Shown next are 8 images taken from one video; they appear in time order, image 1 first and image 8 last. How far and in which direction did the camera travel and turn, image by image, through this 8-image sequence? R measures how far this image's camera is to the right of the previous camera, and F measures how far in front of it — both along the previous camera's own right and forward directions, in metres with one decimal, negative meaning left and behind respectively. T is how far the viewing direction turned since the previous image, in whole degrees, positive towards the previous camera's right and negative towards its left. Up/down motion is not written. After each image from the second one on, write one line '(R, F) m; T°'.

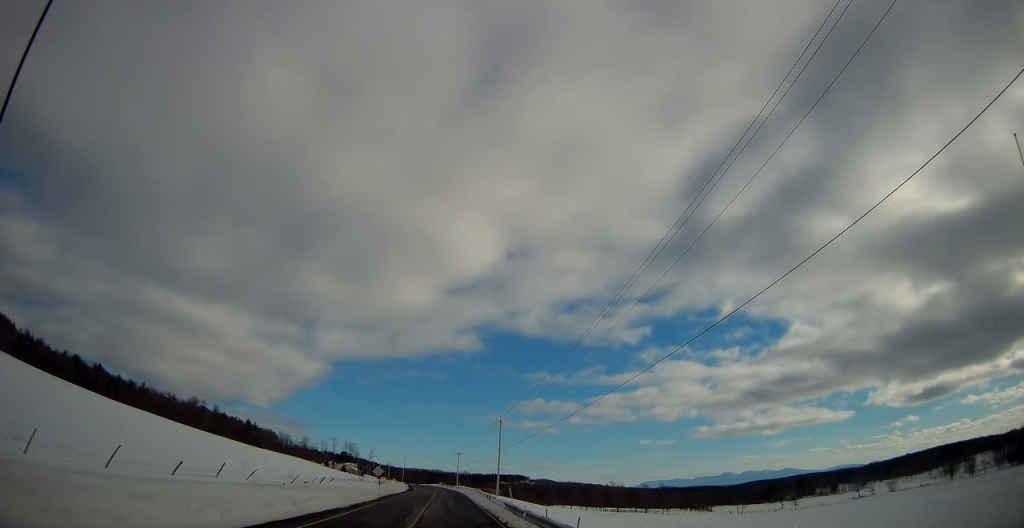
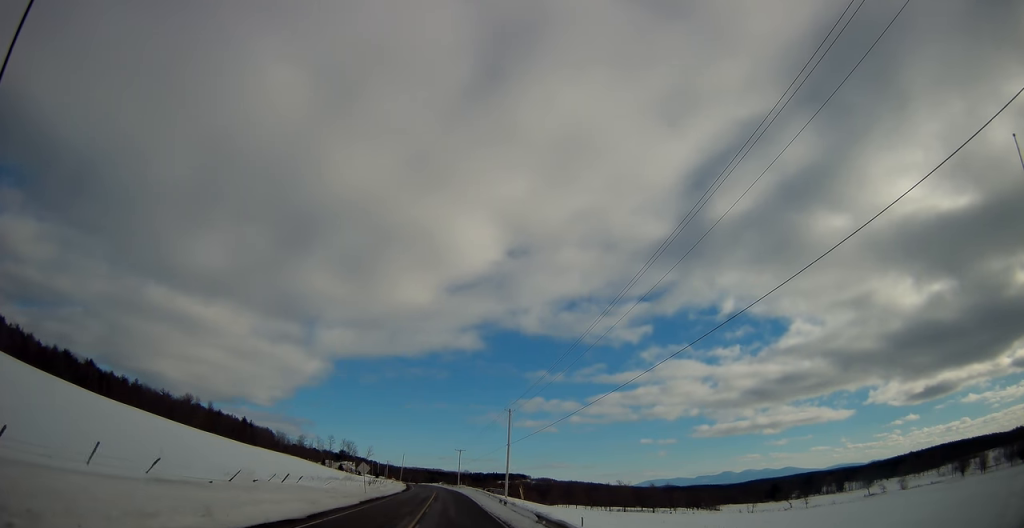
(-0.1, +10.0) m; 0°
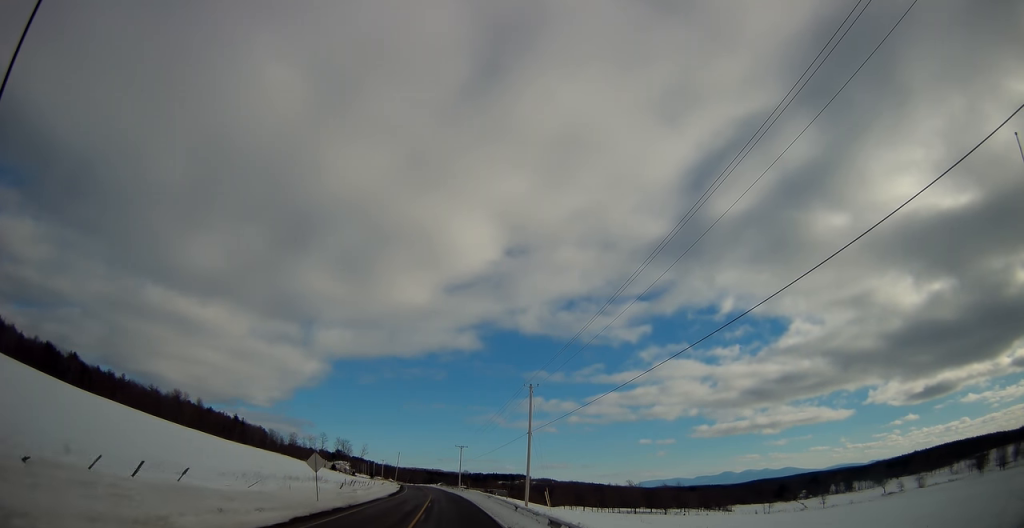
(-0.2, +16.4) m; 0°
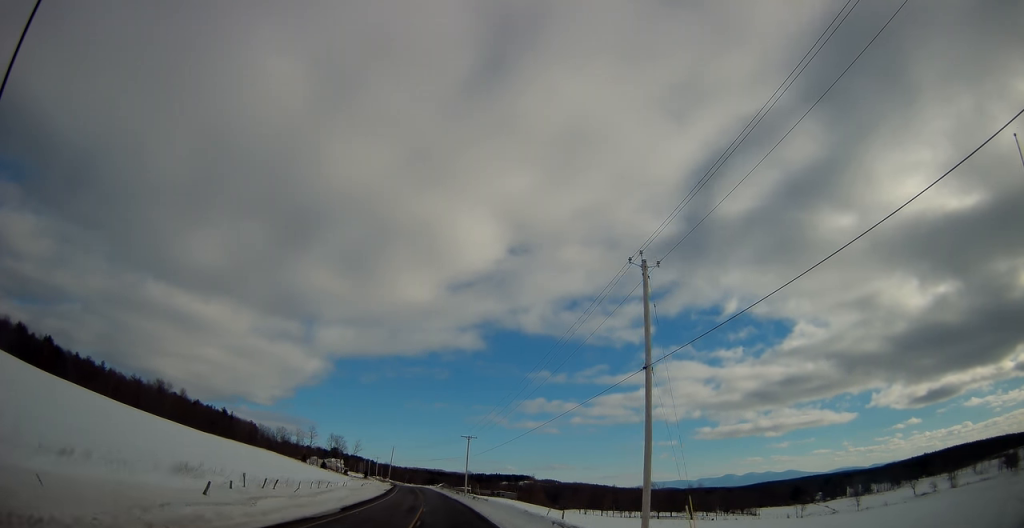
(+0.1, +27.0) m; 0°
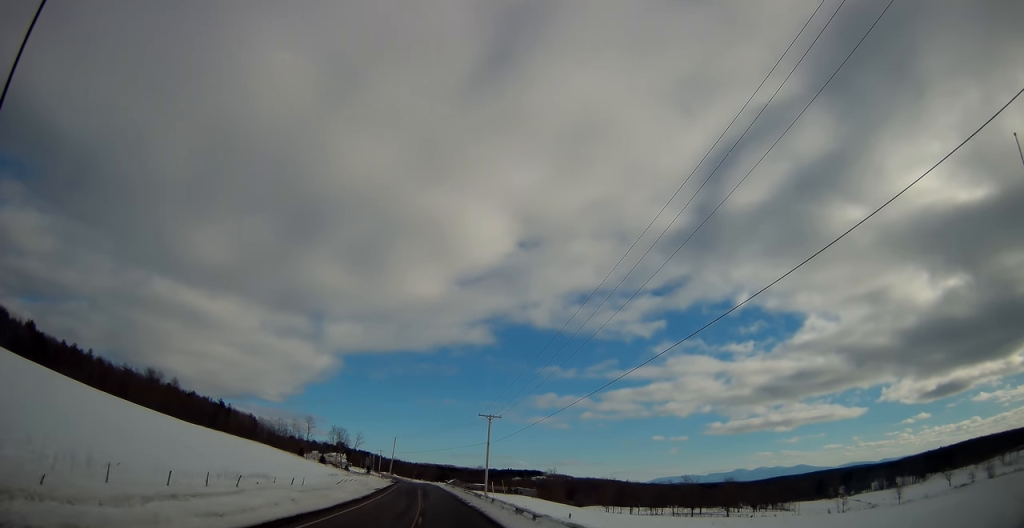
(-0.3, +23.3) m; -1°
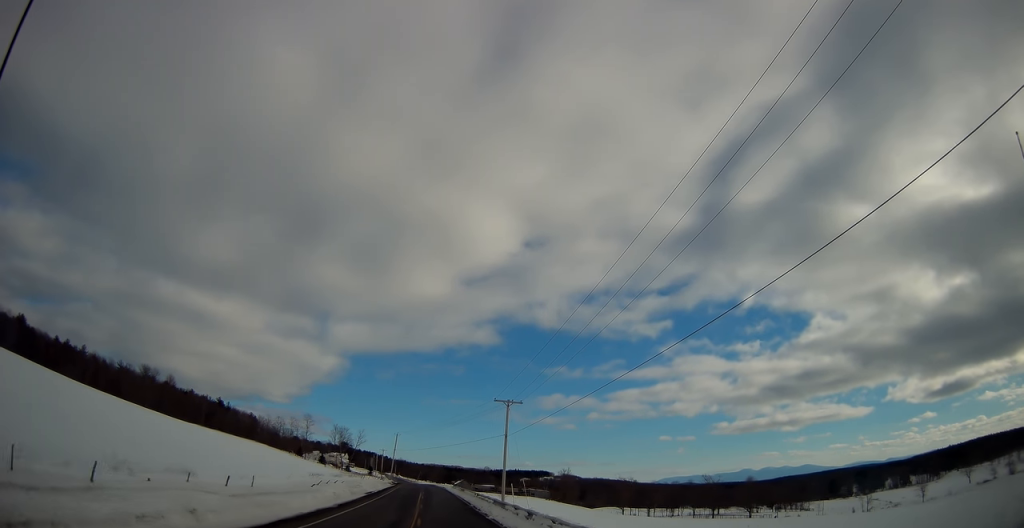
(0.0, +12.1) m; 0°
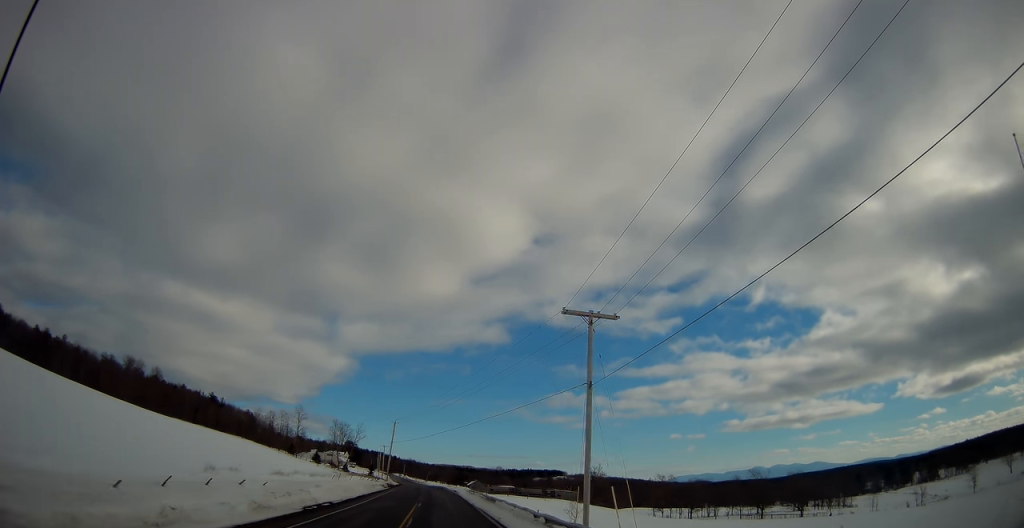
(-0.2, +26.1) m; -2°
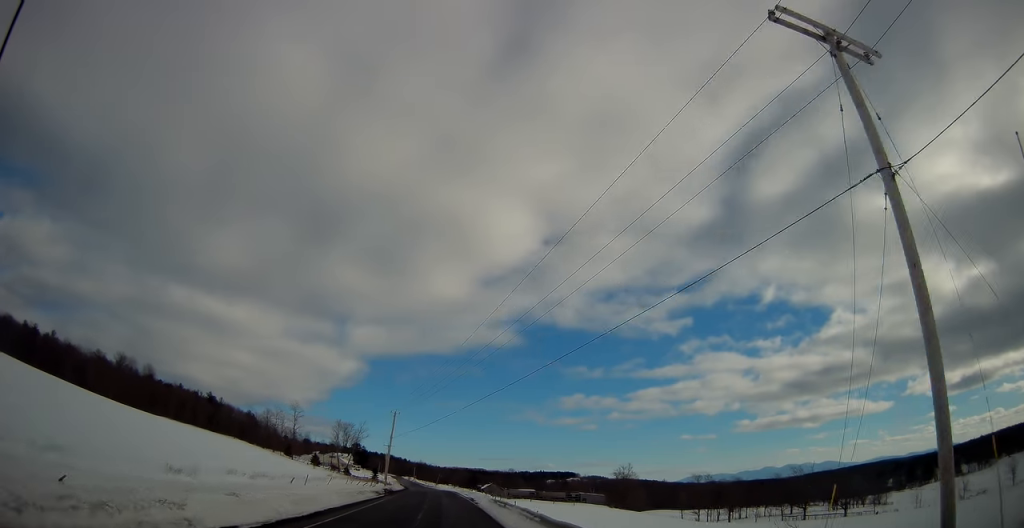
(-0.2, +17.3) m; -1°
